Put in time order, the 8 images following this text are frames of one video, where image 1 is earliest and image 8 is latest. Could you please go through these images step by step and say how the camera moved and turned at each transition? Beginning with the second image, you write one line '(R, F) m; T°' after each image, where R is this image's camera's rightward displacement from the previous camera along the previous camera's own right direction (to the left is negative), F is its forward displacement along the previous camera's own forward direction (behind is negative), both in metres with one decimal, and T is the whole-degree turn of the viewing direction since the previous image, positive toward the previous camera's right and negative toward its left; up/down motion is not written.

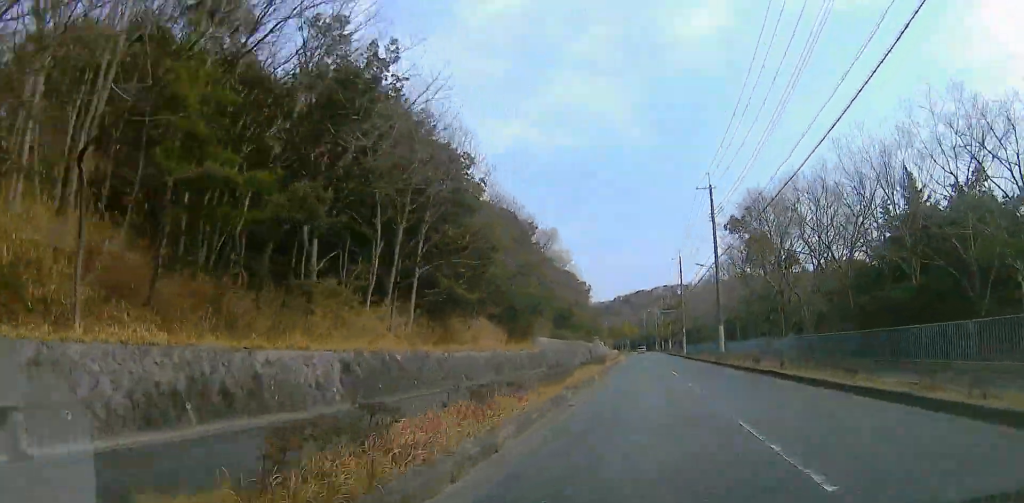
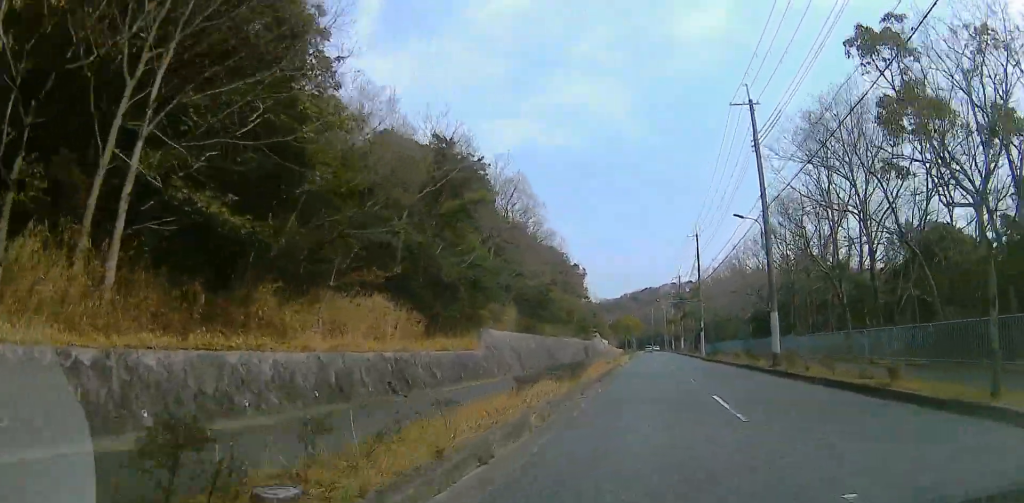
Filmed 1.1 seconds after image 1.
(0.0, +13.2) m; 0°
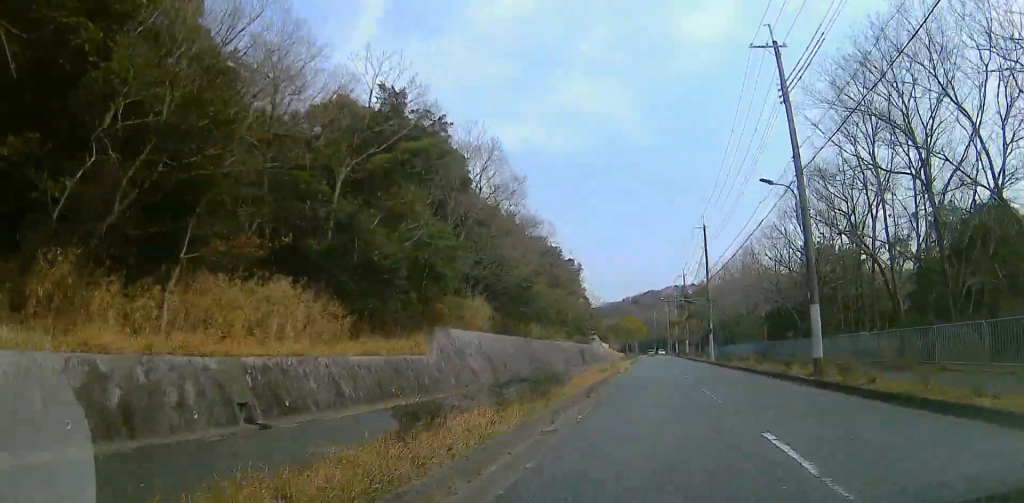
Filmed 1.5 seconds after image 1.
(0.0, +5.4) m; 0°
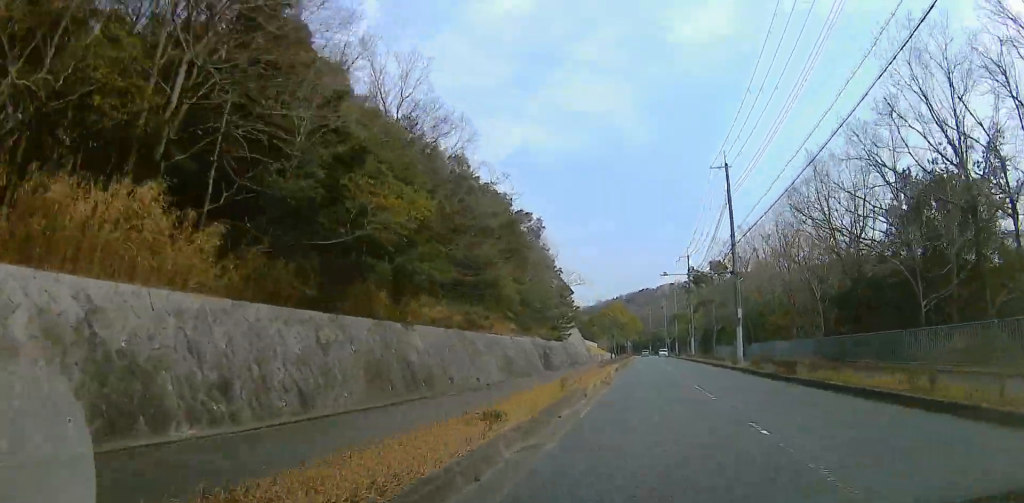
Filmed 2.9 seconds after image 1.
(0.0, +17.8) m; 0°
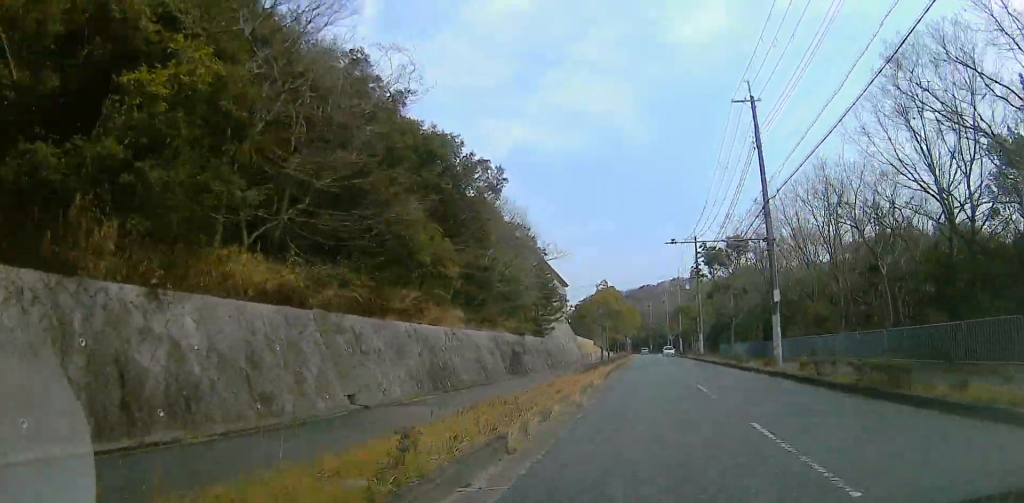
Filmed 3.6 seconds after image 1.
(0.0, +10.1) m; 0°
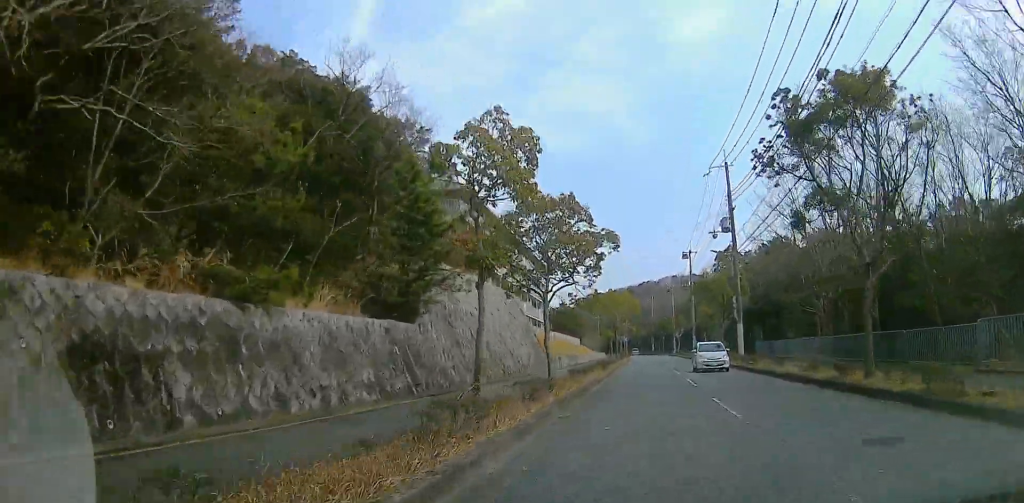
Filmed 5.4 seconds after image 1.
(0.0, +27.0) m; 0°
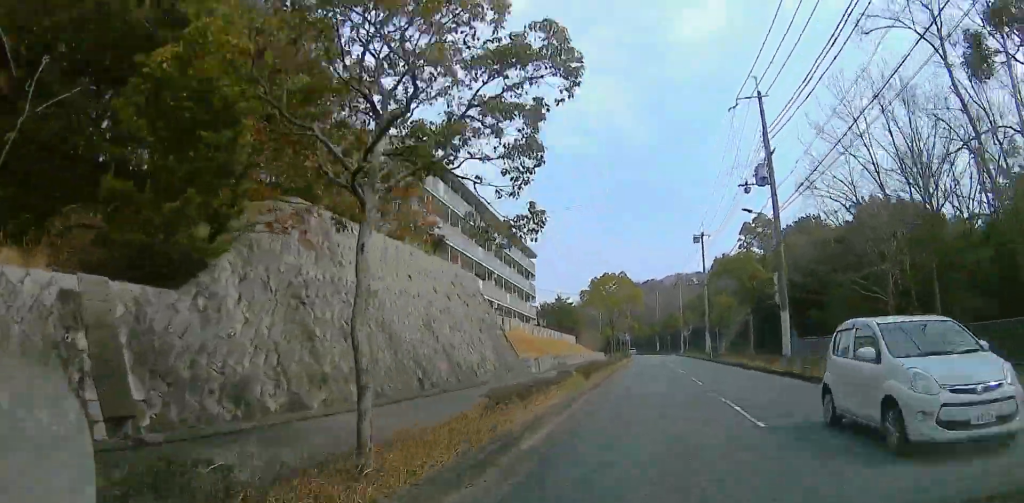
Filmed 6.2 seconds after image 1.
(0.0, +12.7) m; +4°
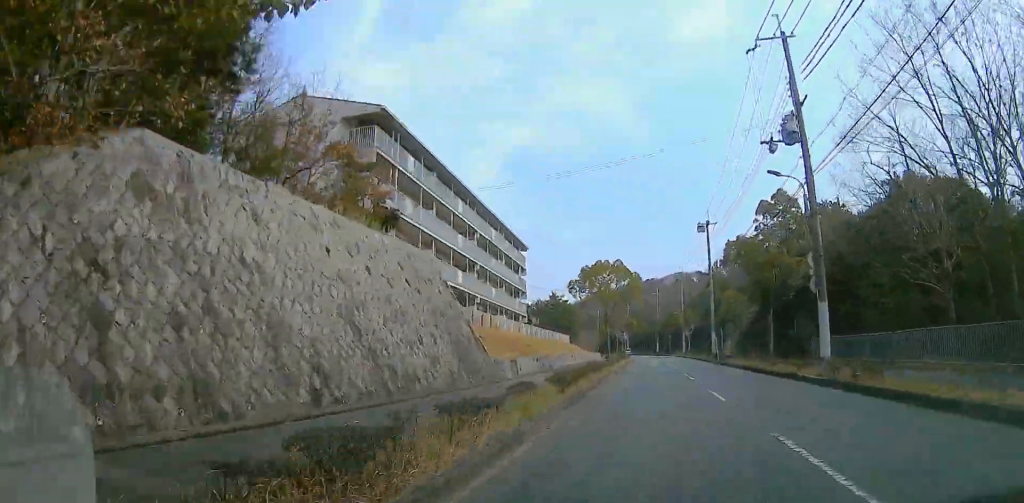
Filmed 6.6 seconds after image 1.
(-0.3, +6.6) m; +4°
